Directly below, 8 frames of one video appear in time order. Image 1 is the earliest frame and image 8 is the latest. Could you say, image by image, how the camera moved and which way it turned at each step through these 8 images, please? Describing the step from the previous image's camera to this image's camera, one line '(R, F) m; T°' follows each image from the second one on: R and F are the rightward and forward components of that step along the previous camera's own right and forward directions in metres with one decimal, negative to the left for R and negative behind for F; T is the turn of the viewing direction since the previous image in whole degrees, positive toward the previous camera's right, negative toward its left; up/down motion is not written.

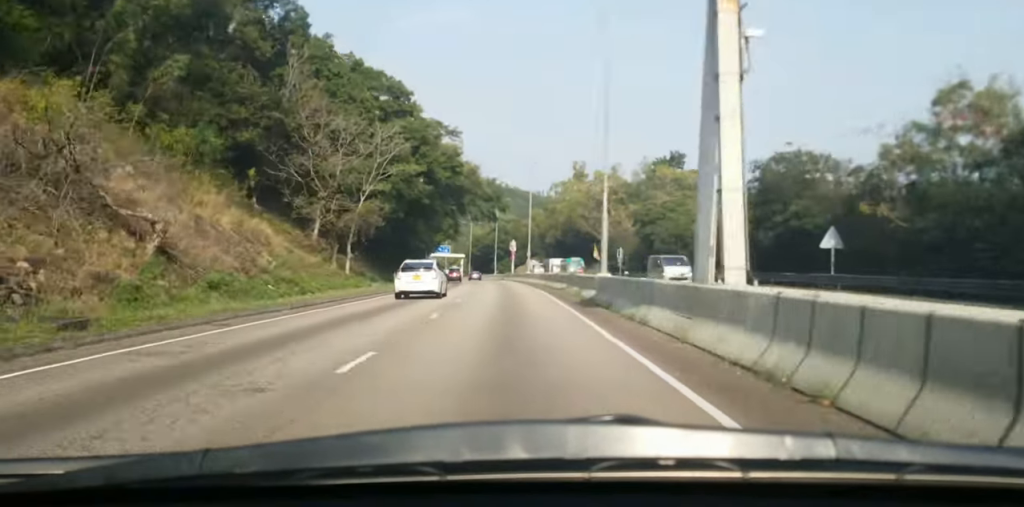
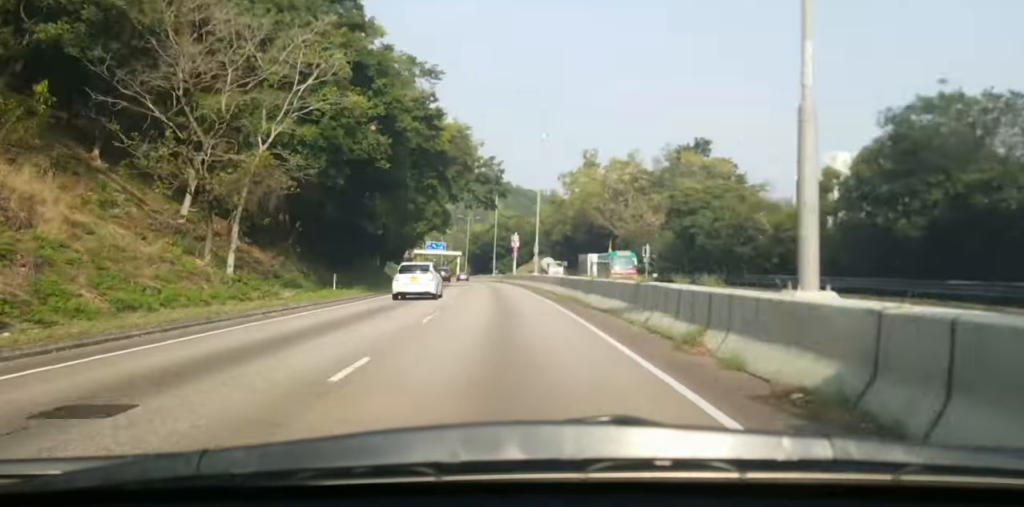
(-0.1, +18.1) m; -1°
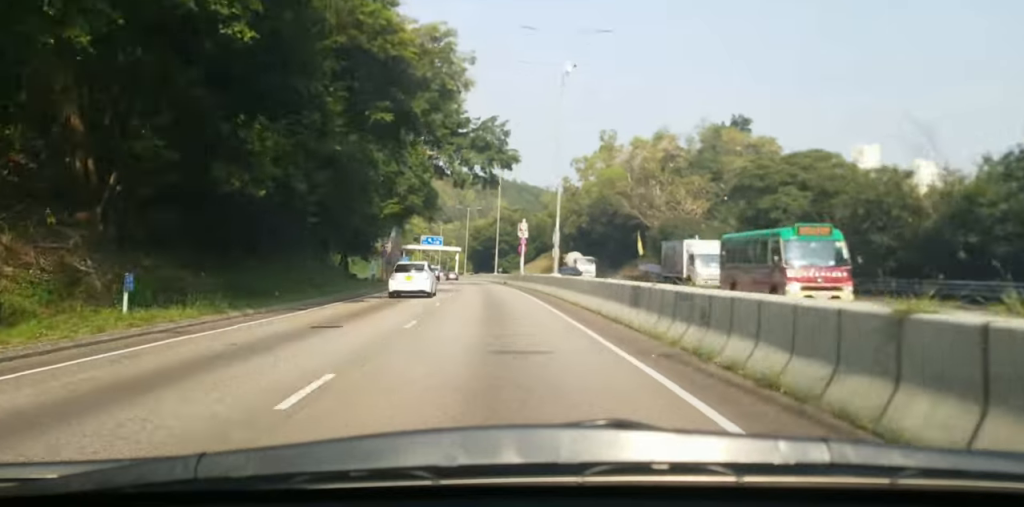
(-0.4, +19.7) m; 0°
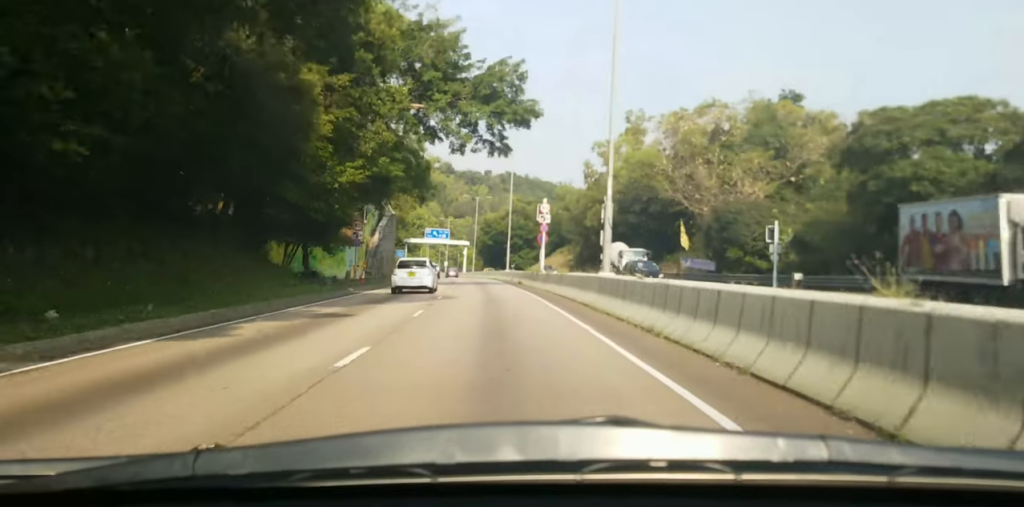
(+0.1, +14.8) m; -1°
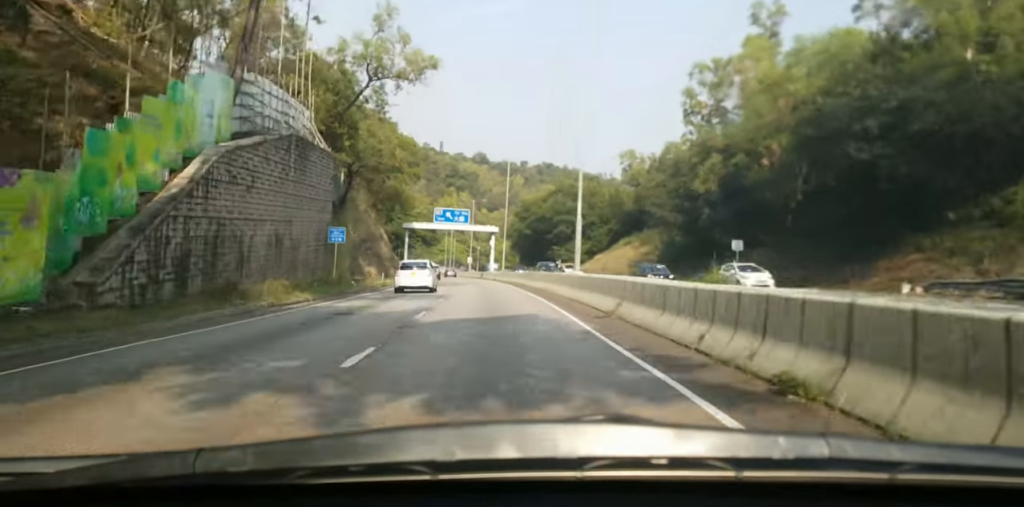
(-1.1, +43.4) m; -4°
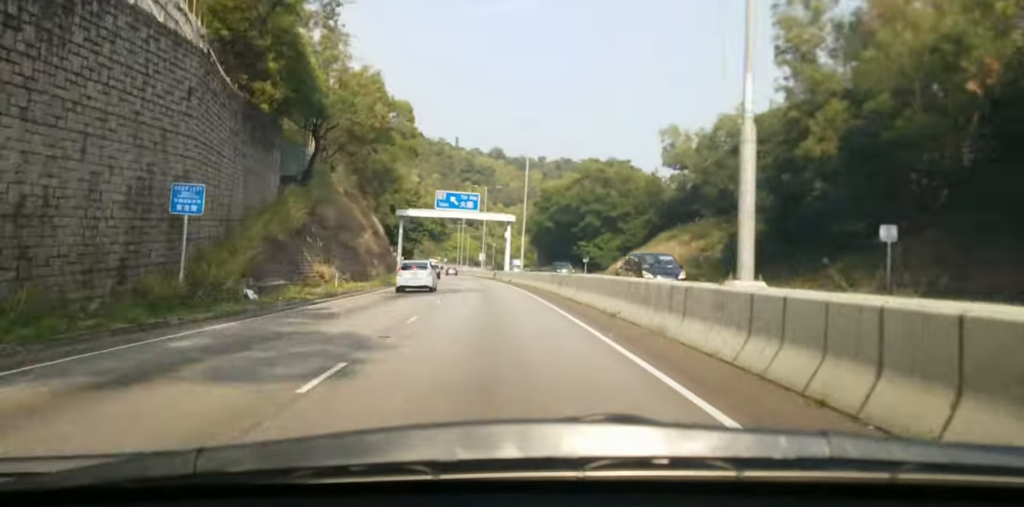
(-0.6, +19.5) m; -4°
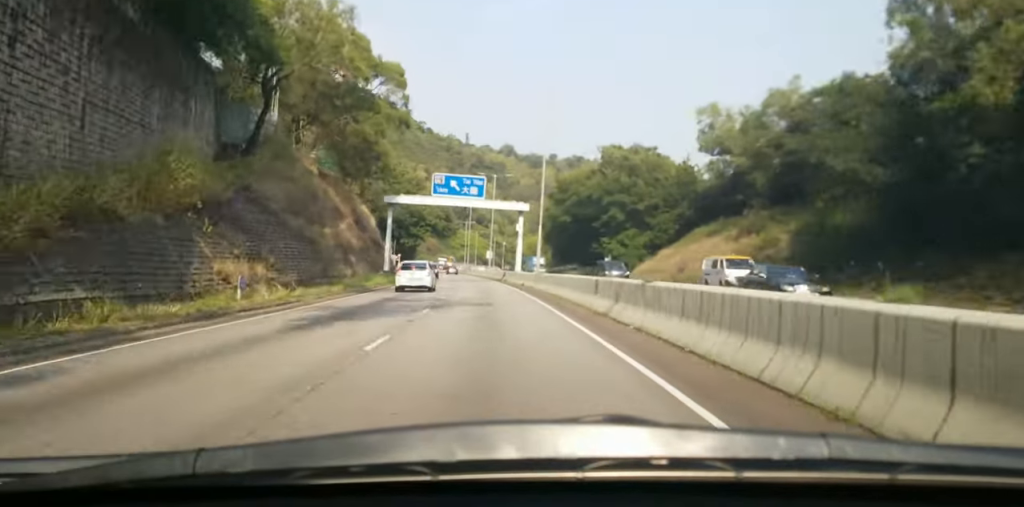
(-0.4, +13.0) m; -2°
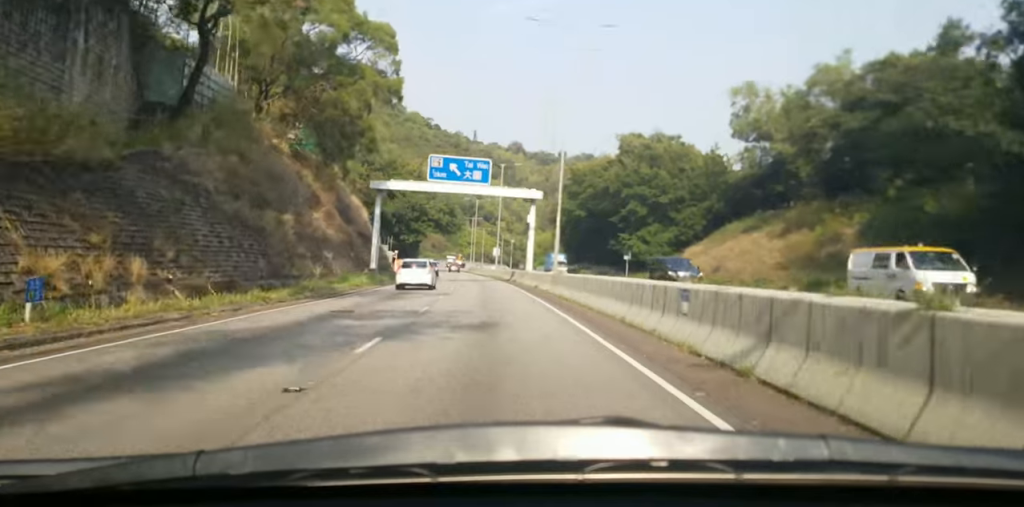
(-0.3, +9.8) m; +1°
